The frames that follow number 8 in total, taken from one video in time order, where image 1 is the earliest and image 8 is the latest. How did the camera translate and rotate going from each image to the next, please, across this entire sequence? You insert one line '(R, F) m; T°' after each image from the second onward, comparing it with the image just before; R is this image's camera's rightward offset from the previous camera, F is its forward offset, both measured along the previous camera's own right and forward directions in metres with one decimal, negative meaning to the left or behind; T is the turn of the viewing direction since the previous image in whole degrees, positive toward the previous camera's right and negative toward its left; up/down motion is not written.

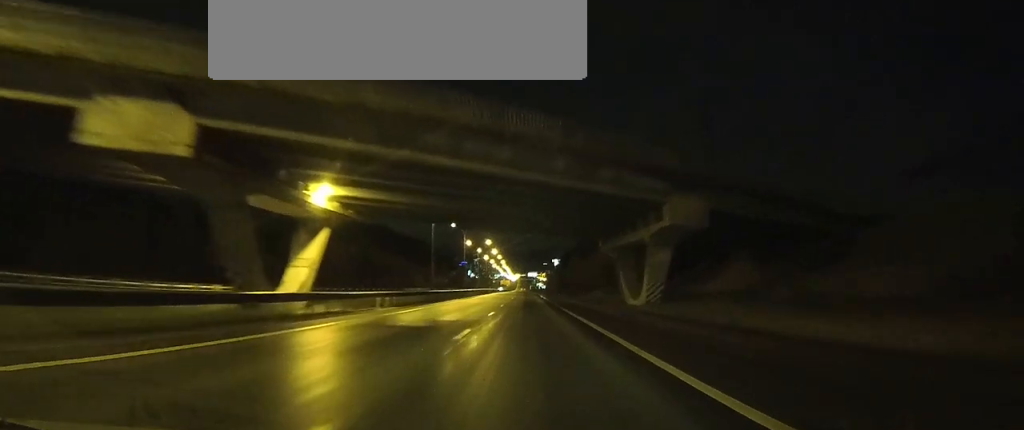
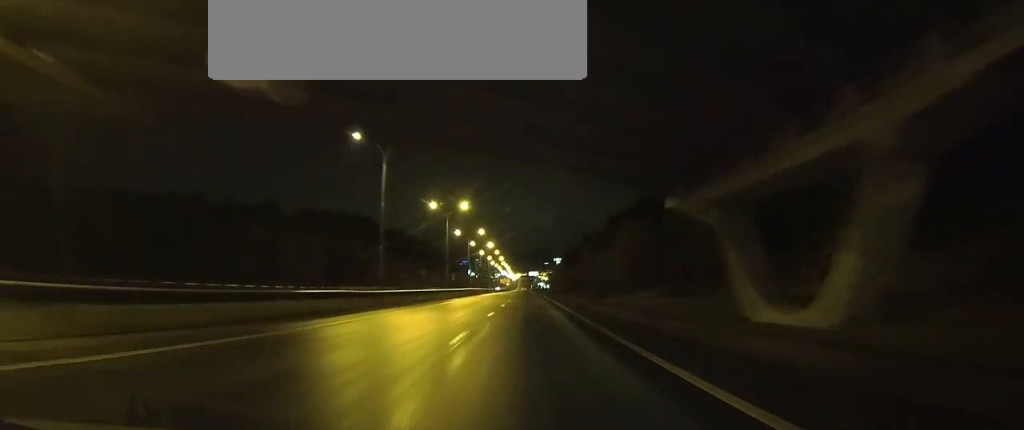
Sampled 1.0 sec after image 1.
(0.0, +24.3) m; 0°
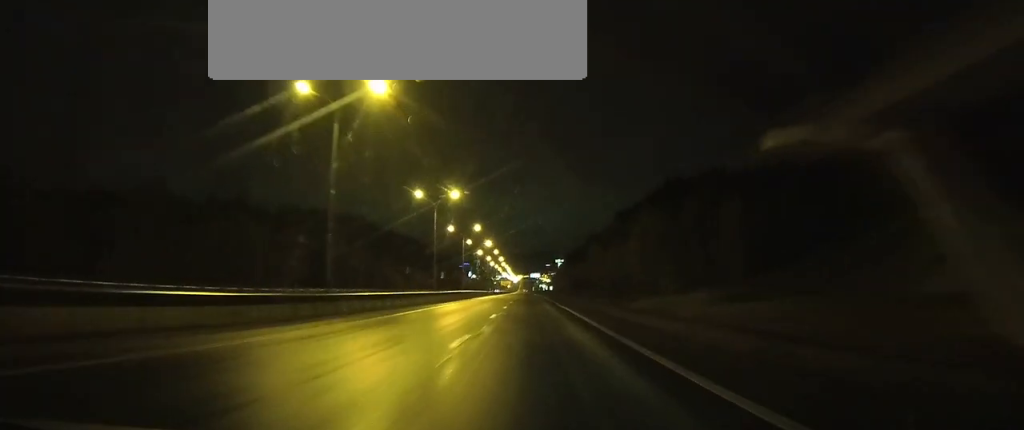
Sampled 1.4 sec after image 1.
(0.0, +11.5) m; 0°
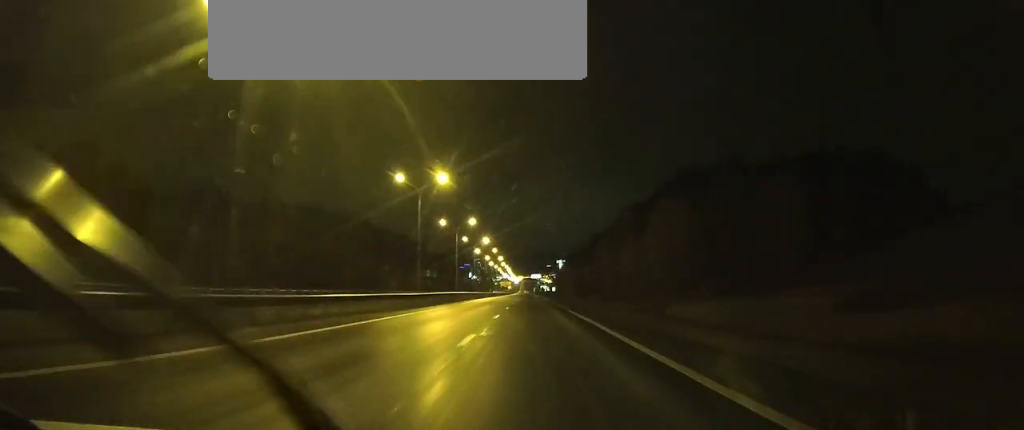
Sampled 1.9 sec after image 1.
(-0.1, +10.5) m; 0°
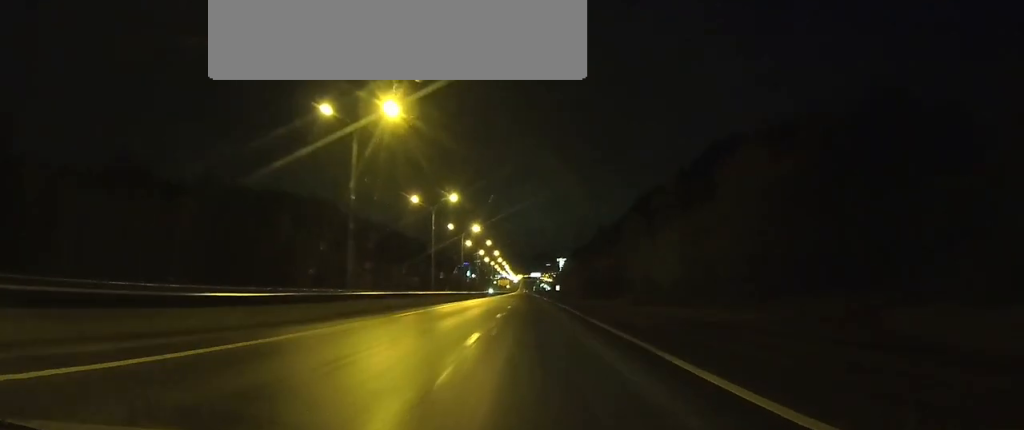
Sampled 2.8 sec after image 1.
(-0.1, +21.5) m; 0°
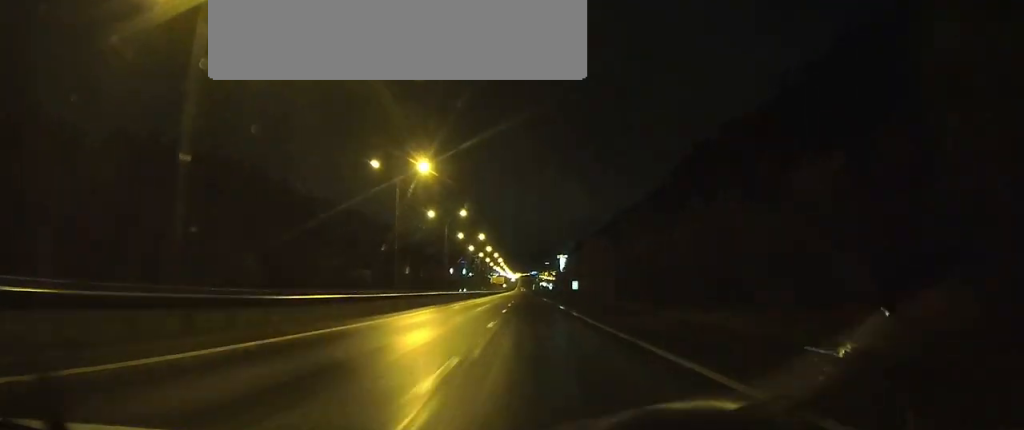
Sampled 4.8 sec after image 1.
(+0.4, +47.5) m; +1°
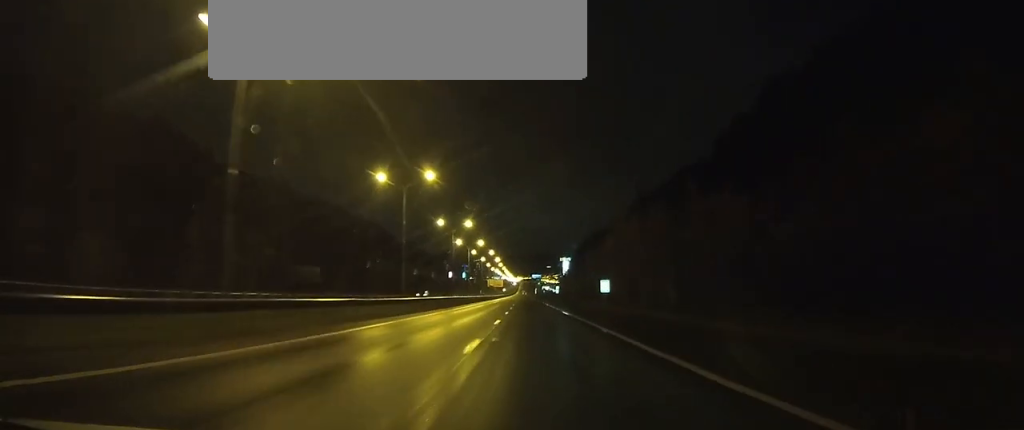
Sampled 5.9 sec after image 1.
(+0.1, +33.0) m; 0°
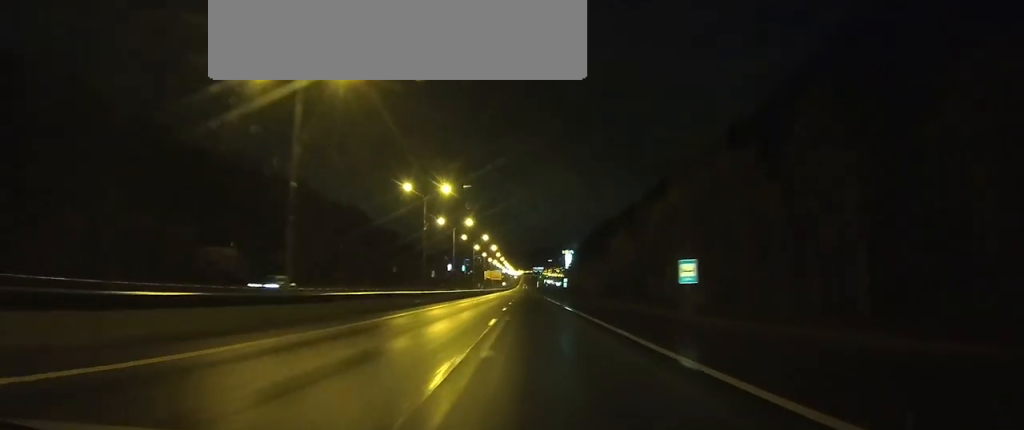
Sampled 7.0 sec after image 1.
(0.0, +32.0) m; 0°
